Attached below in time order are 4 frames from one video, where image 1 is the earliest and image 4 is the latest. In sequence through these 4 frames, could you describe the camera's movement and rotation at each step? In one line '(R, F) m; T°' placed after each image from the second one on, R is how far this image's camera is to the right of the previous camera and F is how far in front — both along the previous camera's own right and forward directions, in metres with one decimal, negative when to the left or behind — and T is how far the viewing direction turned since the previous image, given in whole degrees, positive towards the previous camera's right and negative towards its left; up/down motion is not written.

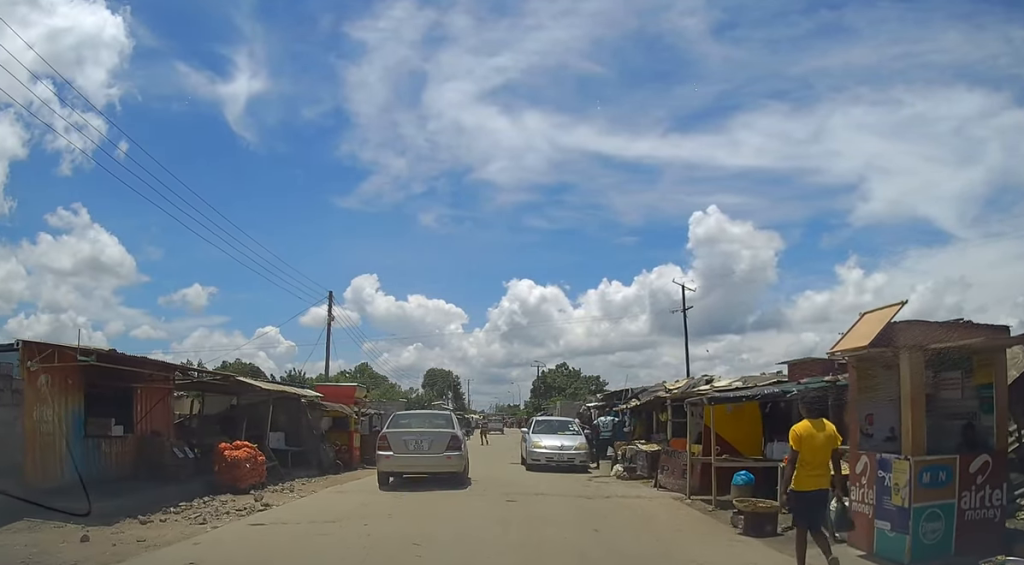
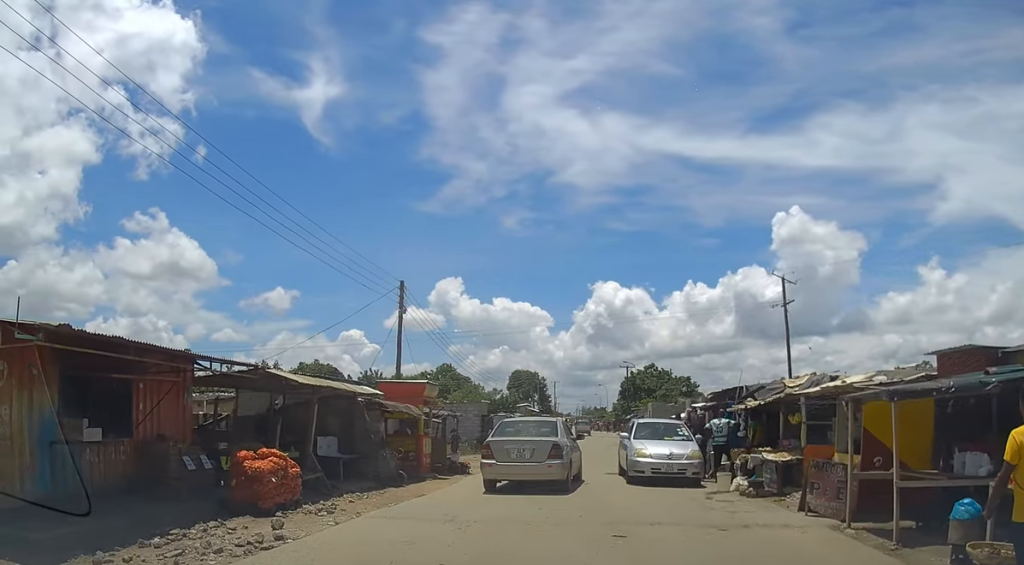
(-0.3, +3.5) m; -8°
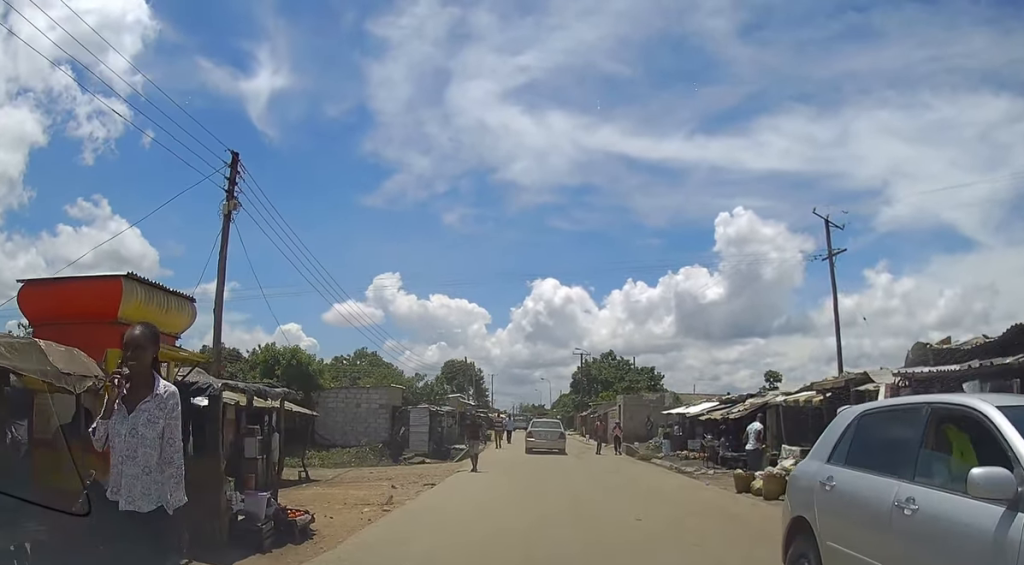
(-0.4, +15.2) m; +1°
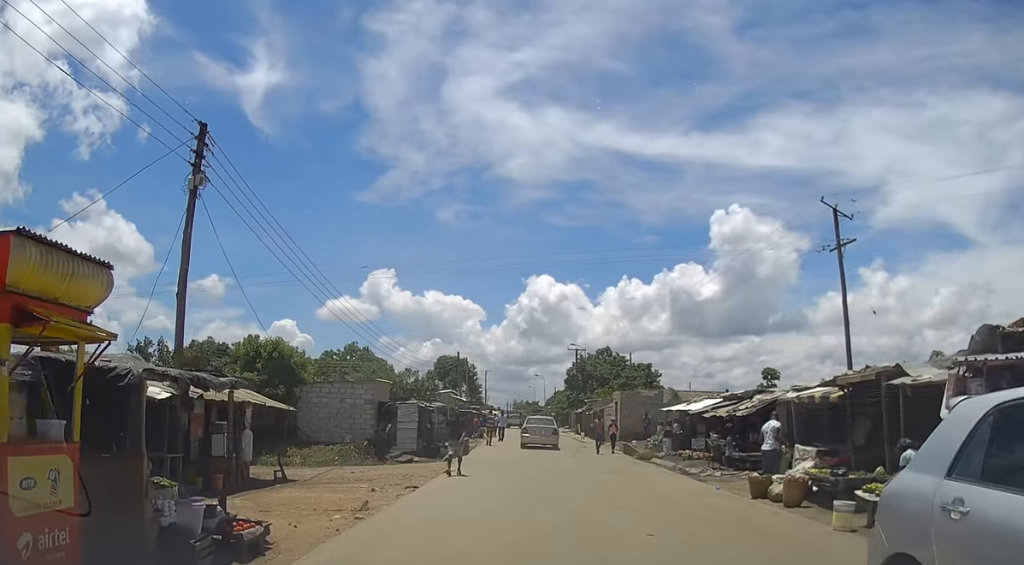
(0.0, +1.3) m; 0°
